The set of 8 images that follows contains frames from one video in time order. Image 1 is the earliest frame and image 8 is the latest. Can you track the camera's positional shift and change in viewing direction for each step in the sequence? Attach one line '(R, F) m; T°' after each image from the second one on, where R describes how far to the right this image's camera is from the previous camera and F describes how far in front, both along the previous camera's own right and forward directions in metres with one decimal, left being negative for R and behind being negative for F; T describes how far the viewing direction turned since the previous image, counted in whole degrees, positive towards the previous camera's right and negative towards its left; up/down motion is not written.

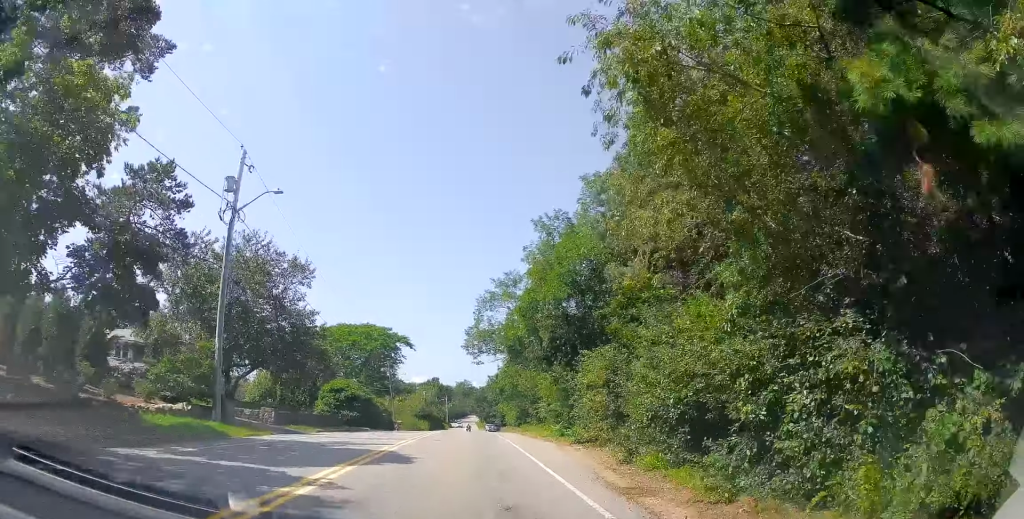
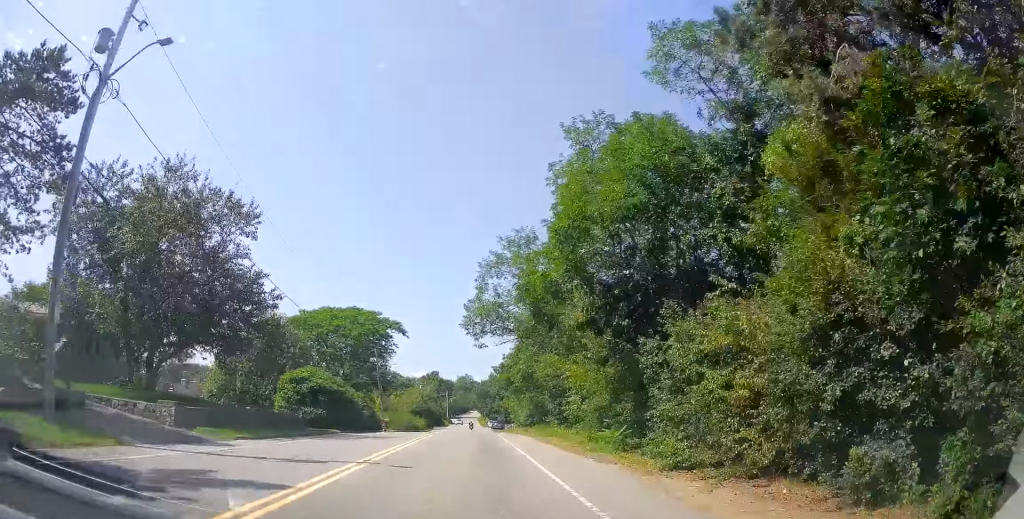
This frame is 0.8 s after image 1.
(+0.1, +10.3) m; +1°
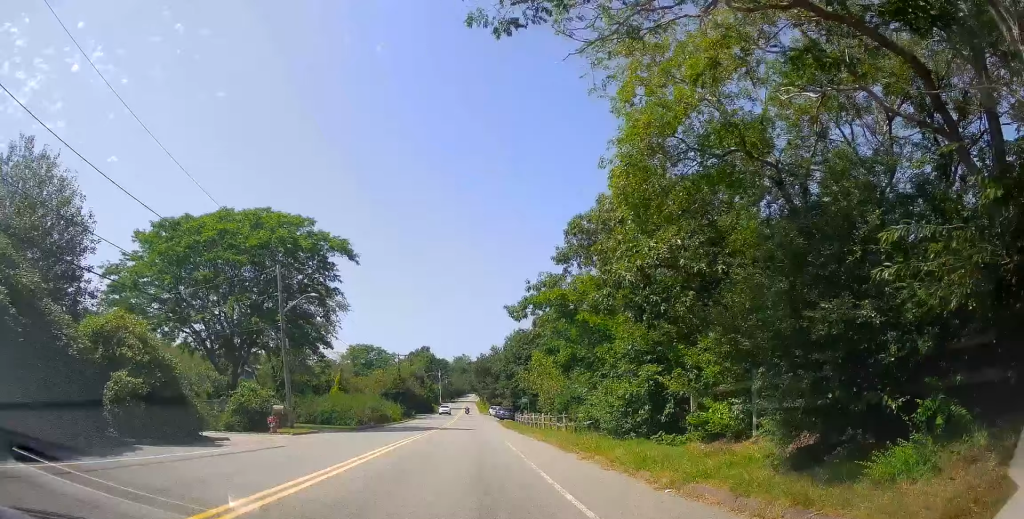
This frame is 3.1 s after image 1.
(+0.2, +31.3) m; +1°
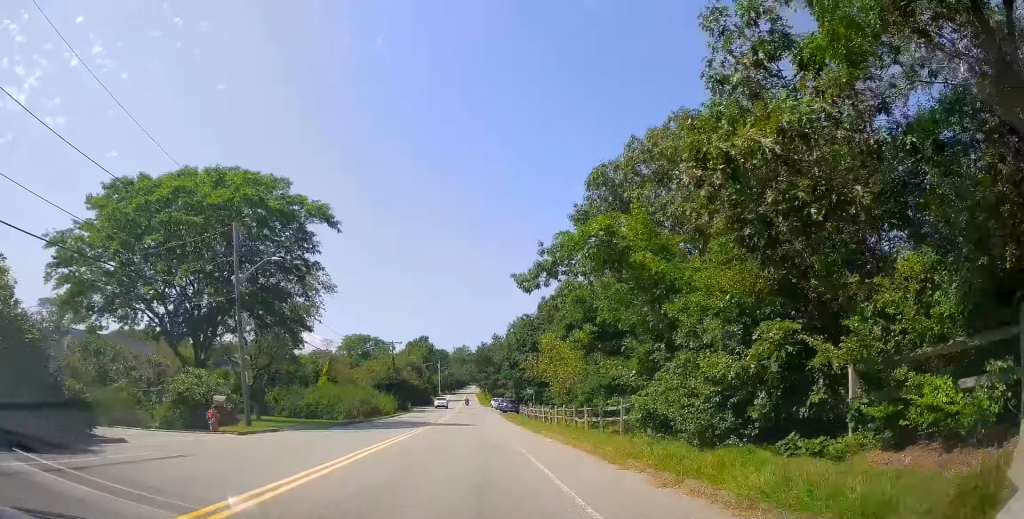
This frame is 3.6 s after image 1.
(0.0, +6.2) m; 0°
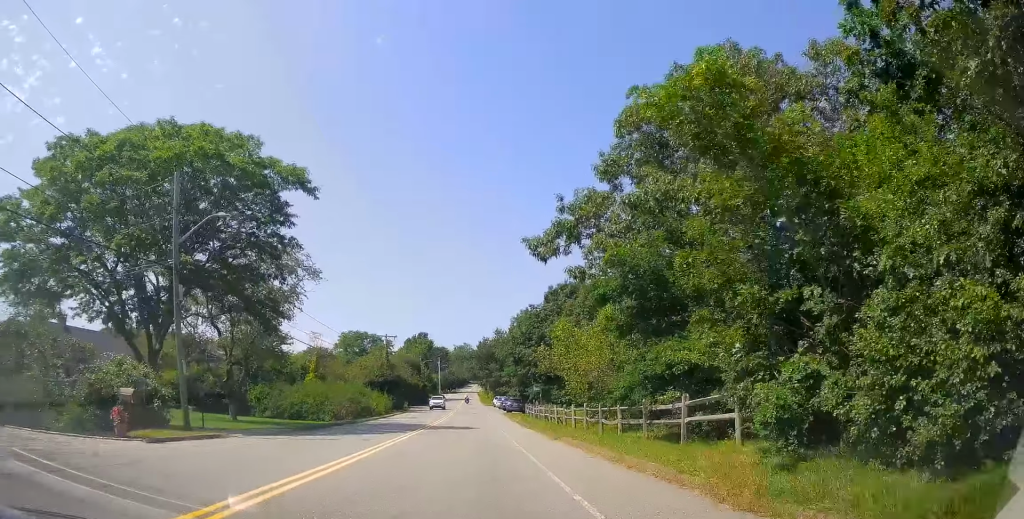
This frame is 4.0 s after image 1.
(0.0, +5.8) m; 0°
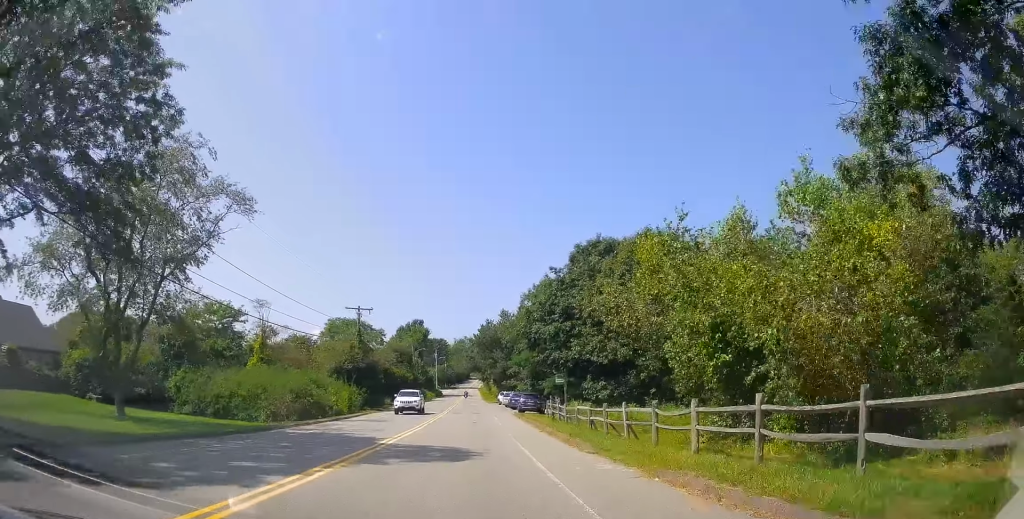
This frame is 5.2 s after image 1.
(-0.2, +16.5) m; -1°
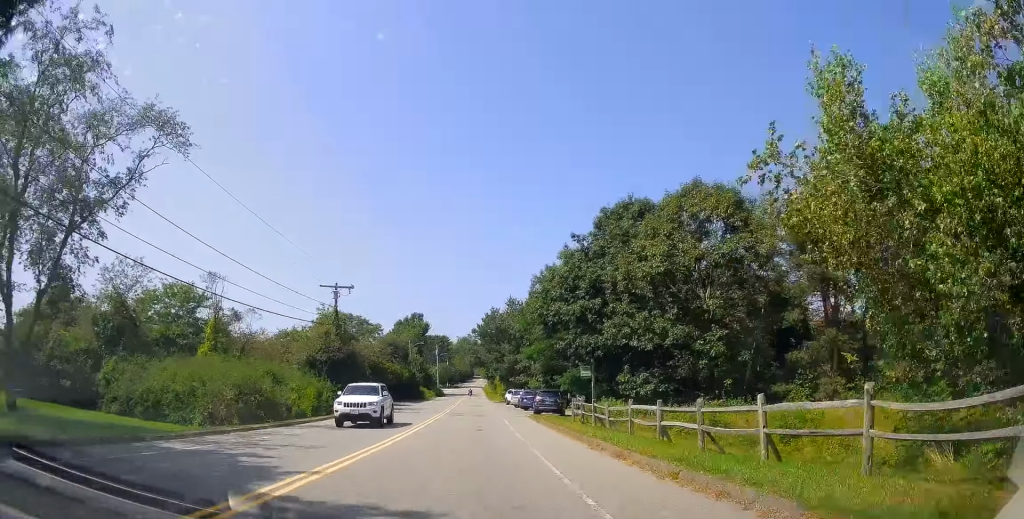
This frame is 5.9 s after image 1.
(0.0, +9.5) m; 0°
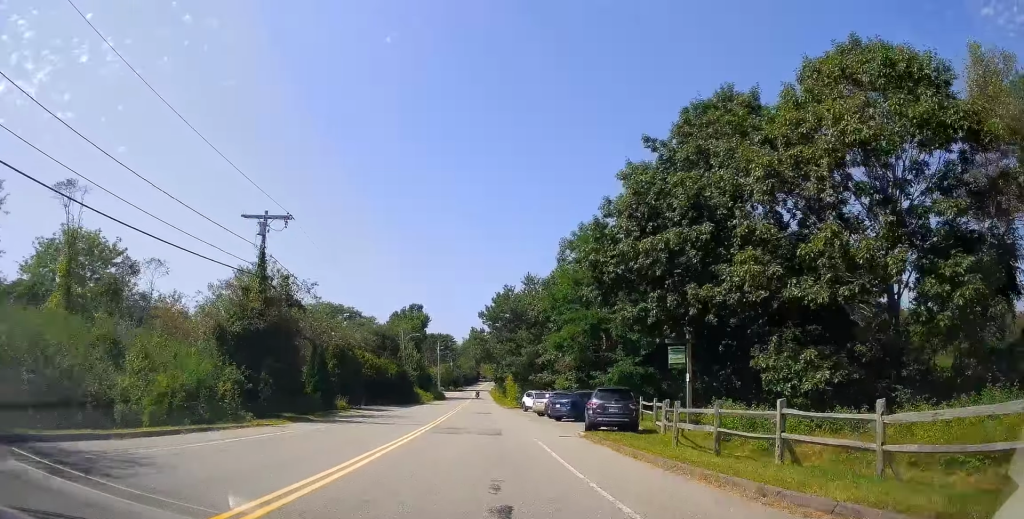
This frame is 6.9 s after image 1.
(0.0, +15.5) m; 0°
